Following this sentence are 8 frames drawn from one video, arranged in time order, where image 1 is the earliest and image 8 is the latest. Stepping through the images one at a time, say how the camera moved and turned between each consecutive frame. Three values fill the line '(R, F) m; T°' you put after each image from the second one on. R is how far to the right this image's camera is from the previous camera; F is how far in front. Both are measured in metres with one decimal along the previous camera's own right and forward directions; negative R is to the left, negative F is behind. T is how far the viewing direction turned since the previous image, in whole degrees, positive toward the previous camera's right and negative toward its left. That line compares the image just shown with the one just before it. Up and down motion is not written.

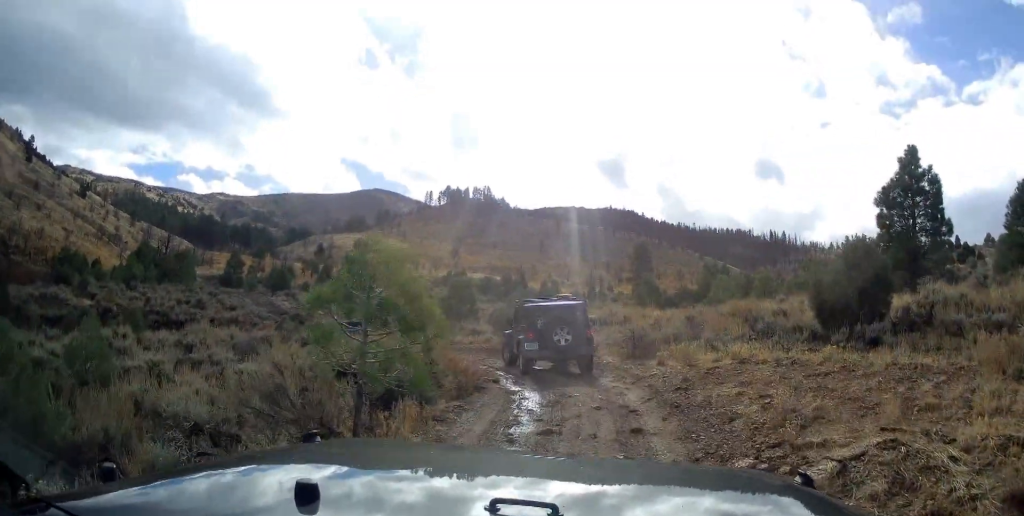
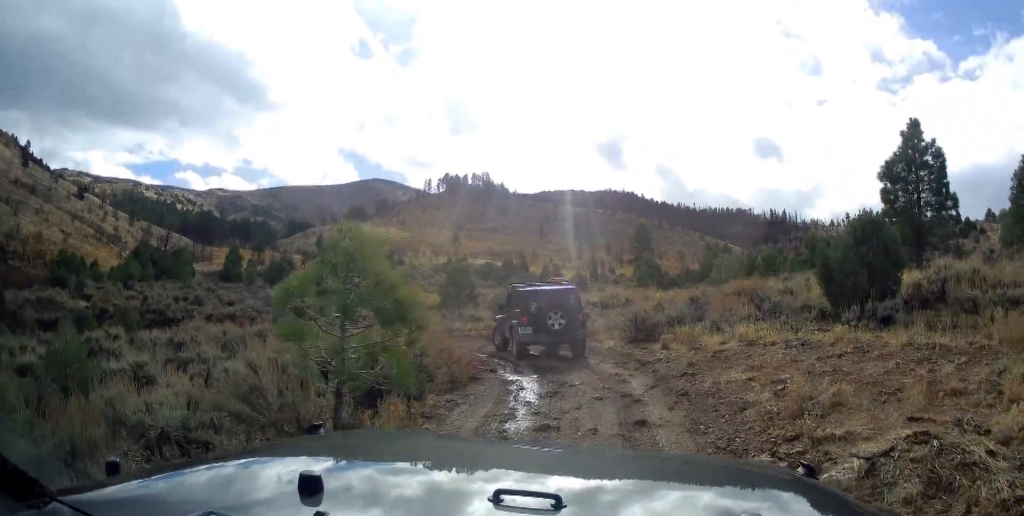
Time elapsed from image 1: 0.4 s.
(-0.1, +0.4) m; 0°
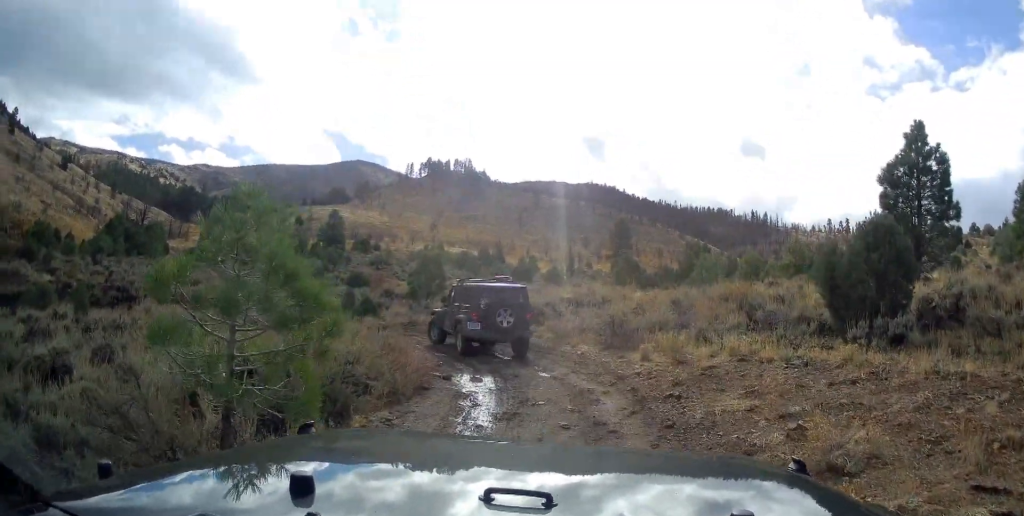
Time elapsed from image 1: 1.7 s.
(-0.6, +1.0) m; 0°
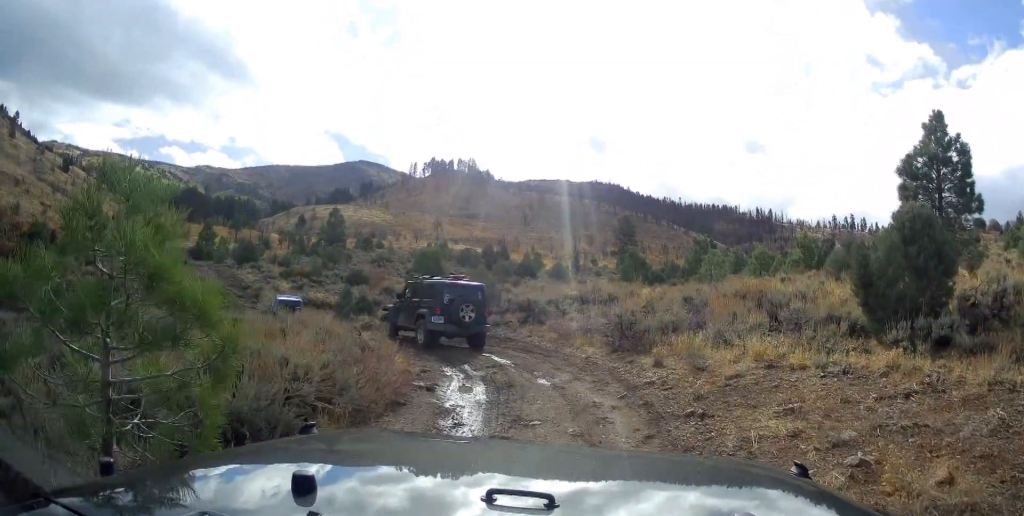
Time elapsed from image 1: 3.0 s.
(-0.6, +1.1) m; 0°
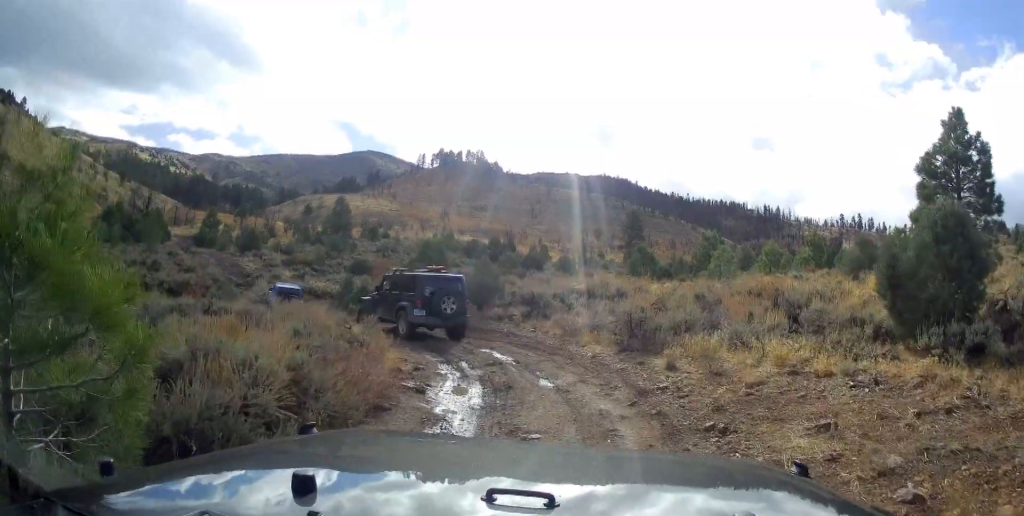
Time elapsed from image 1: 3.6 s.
(-0.1, +0.6) m; 0°
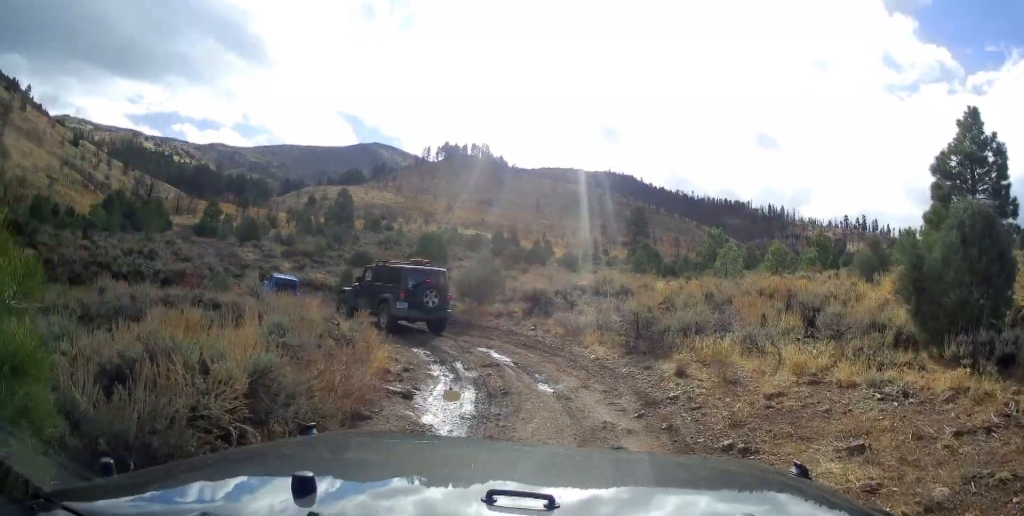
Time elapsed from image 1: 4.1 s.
(0.0, +0.5) m; 0°
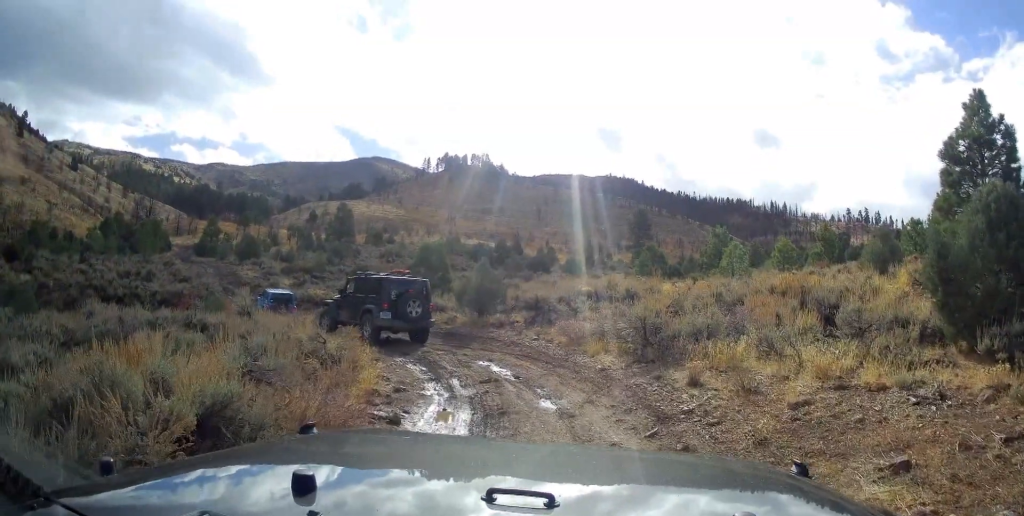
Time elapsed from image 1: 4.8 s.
(-0.1, +0.8) m; -3°
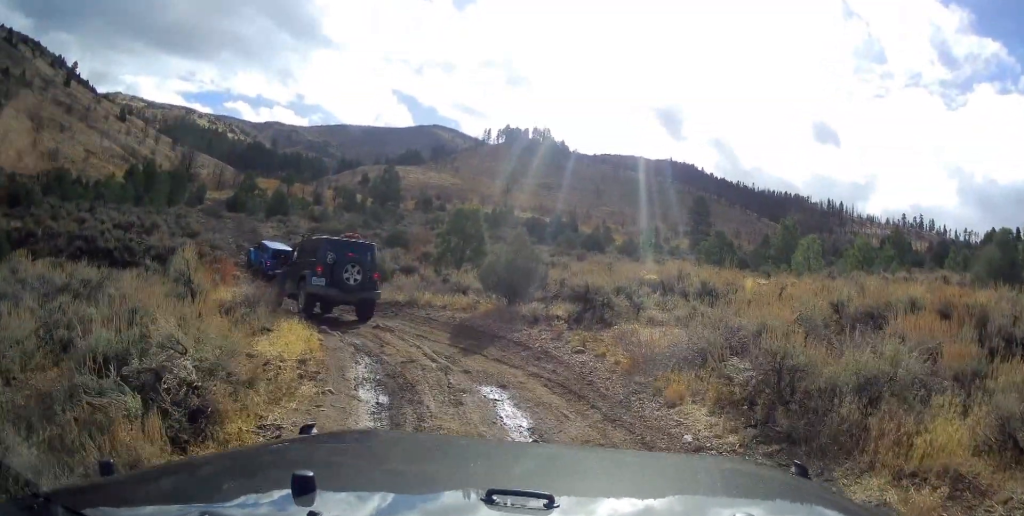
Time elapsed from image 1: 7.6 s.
(-0.2, +4.9) m; -8°
